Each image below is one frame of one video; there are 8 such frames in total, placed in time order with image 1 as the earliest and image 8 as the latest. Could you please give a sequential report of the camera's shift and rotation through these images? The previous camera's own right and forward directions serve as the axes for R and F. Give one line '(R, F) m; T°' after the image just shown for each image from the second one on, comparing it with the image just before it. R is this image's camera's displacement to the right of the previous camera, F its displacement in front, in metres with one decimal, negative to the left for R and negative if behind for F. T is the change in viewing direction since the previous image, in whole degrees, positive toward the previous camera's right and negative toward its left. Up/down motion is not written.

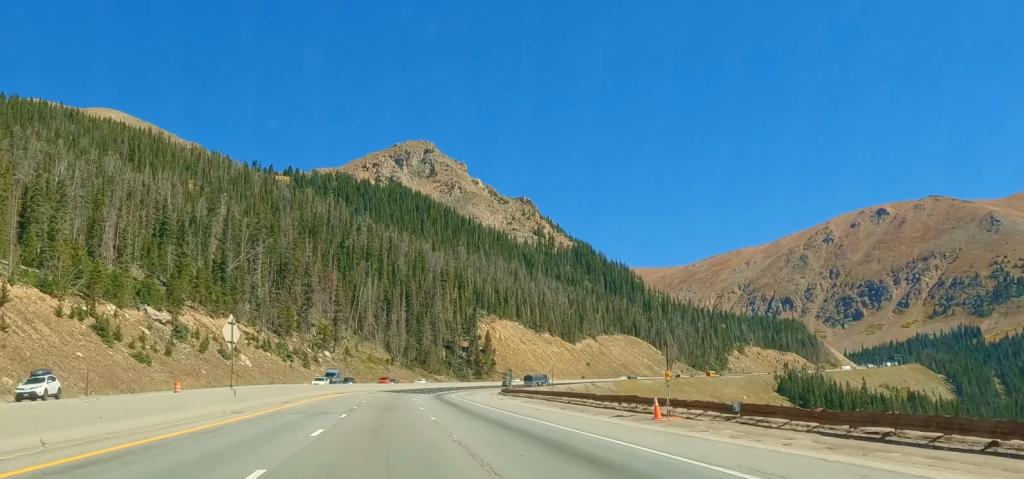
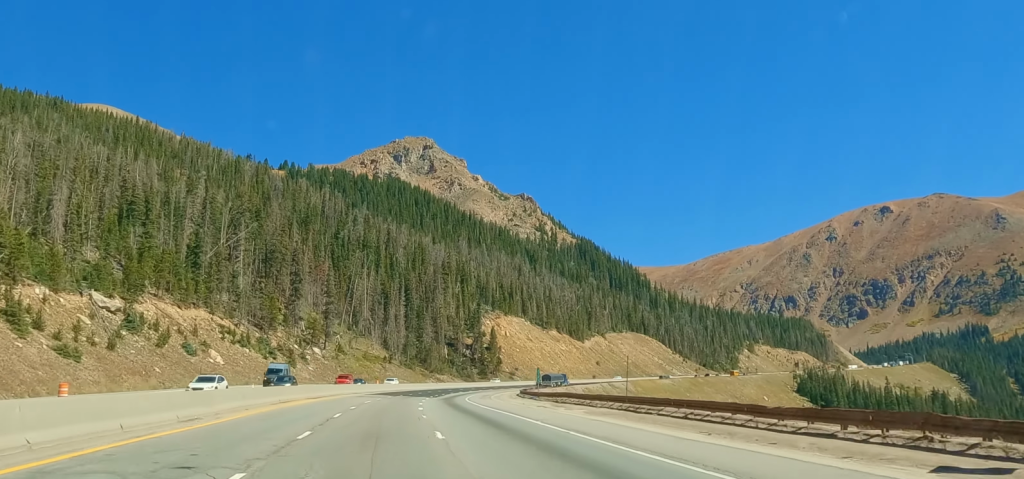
(-0.6, +24.4) m; 0°
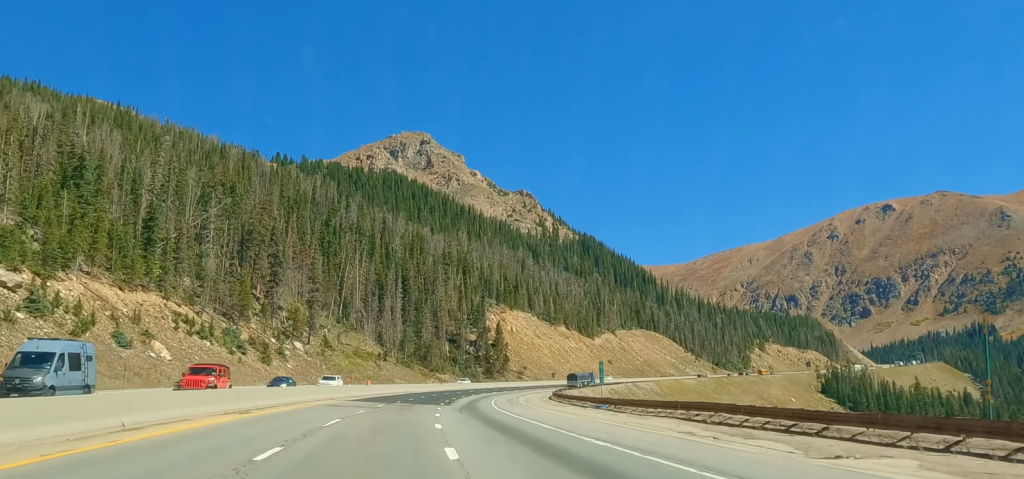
(+0.2, +30.0) m; +2°
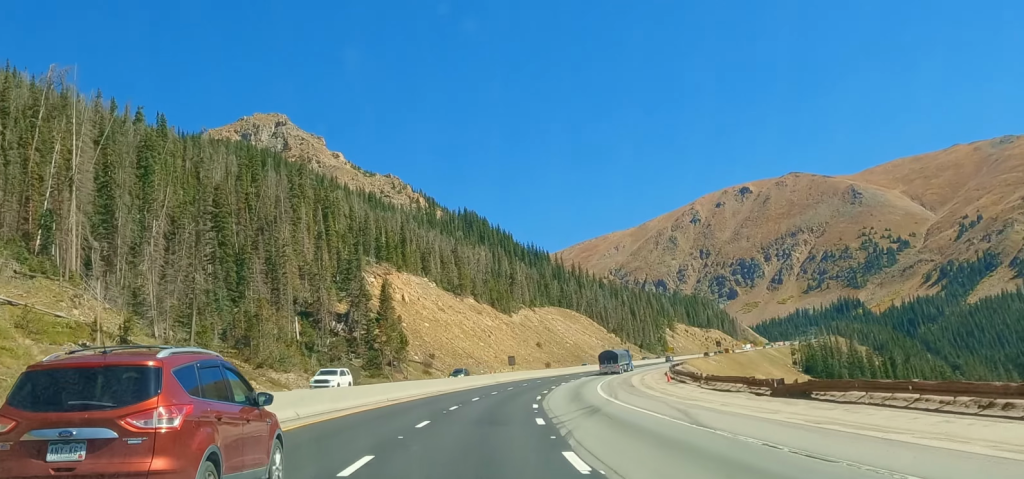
(+13.3, +123.0) m; +14°
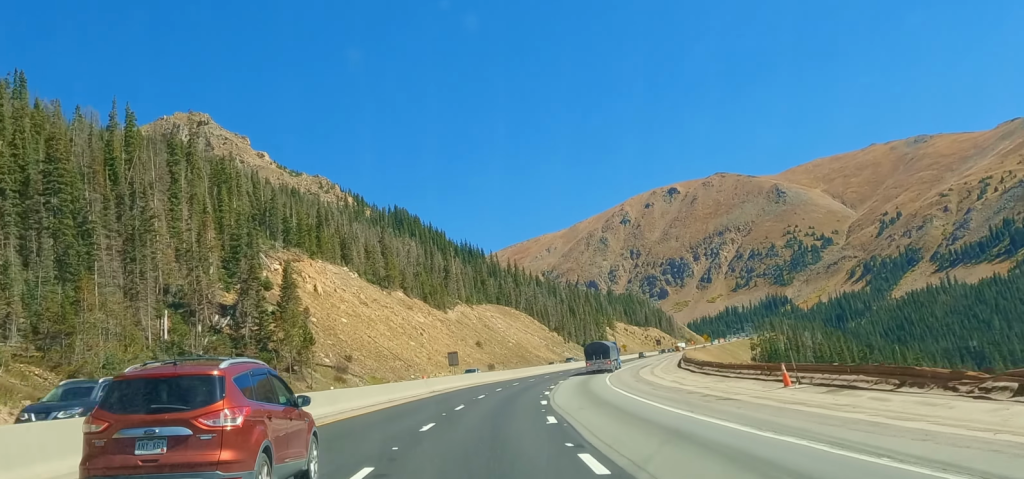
(+1.3, +37.3) m; +5°
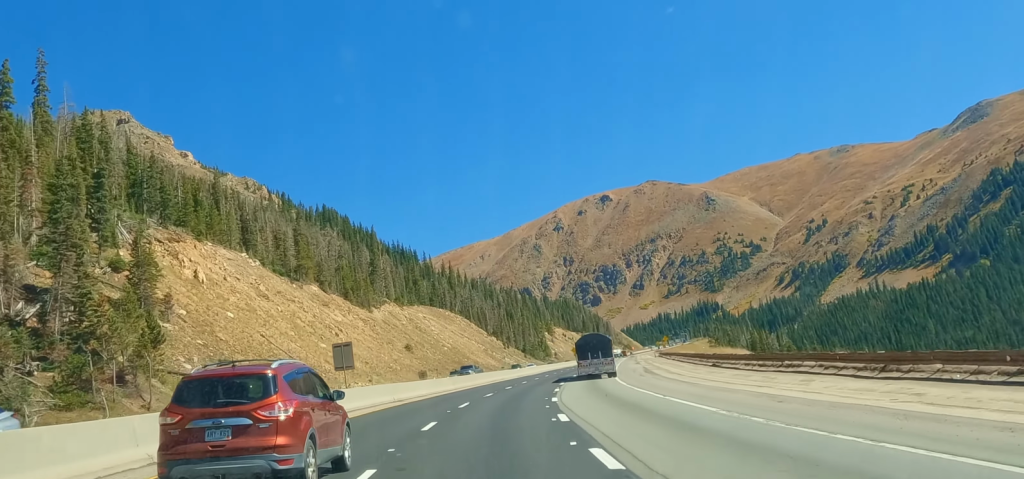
(+1.2, +36.6) m; +4°
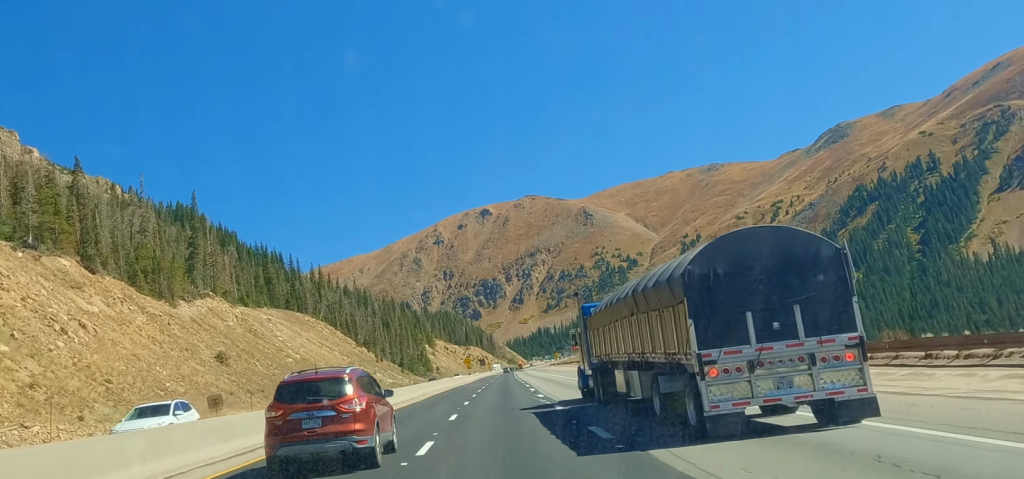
(+3.9, +65.9) m; +6°
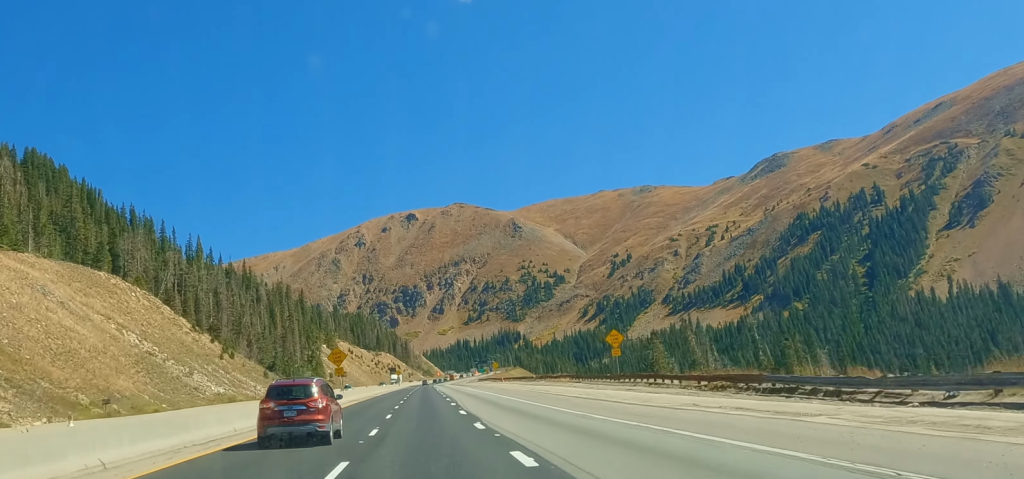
(+2.5, +98.8) m; +1°
